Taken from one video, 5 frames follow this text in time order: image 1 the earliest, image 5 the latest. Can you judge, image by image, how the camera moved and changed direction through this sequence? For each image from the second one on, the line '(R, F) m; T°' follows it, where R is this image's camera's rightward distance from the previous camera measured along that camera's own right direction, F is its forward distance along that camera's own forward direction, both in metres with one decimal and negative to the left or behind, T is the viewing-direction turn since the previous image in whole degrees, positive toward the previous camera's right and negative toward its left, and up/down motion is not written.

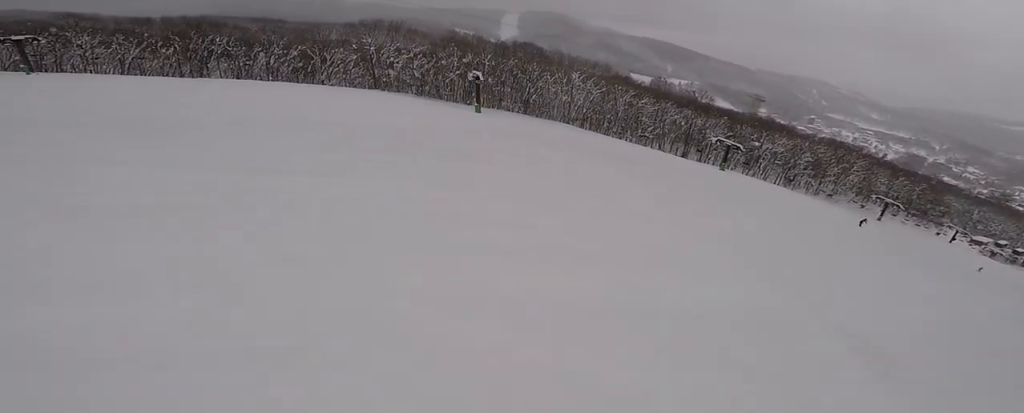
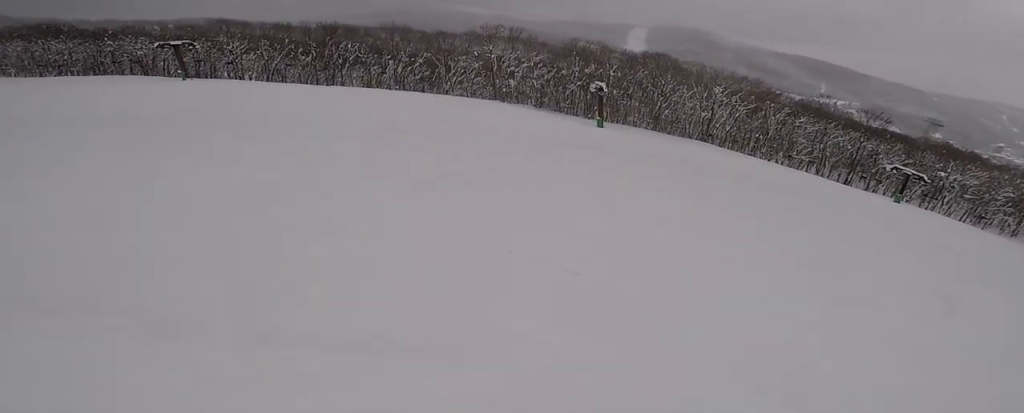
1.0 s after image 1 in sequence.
(-0.6, +4.5) m; -9°
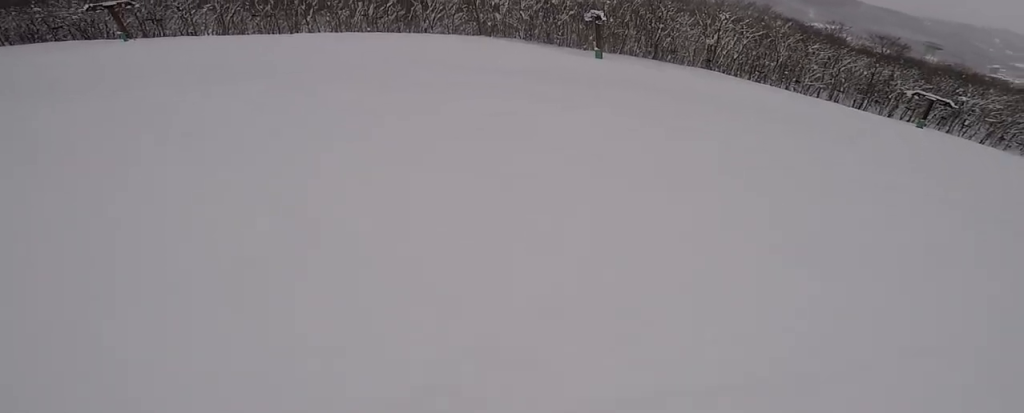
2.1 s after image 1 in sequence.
(+0.1, +4.5) m; +20°
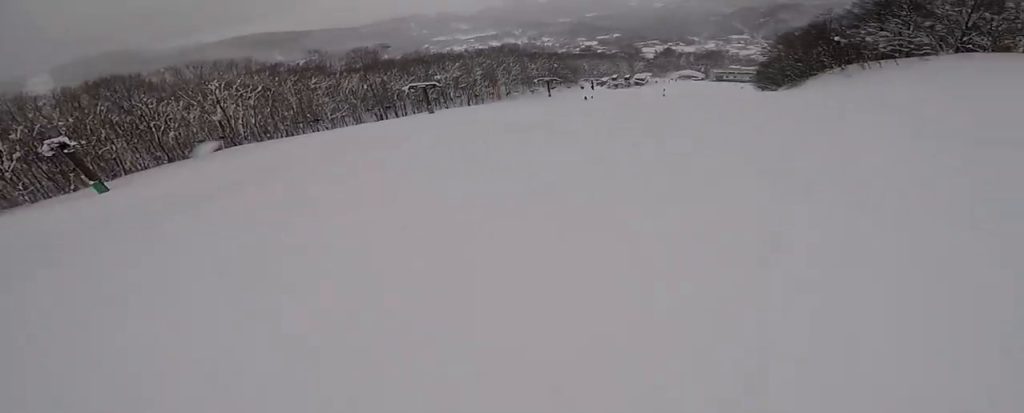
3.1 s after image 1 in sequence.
(+1.1, +4.0) m; +33°
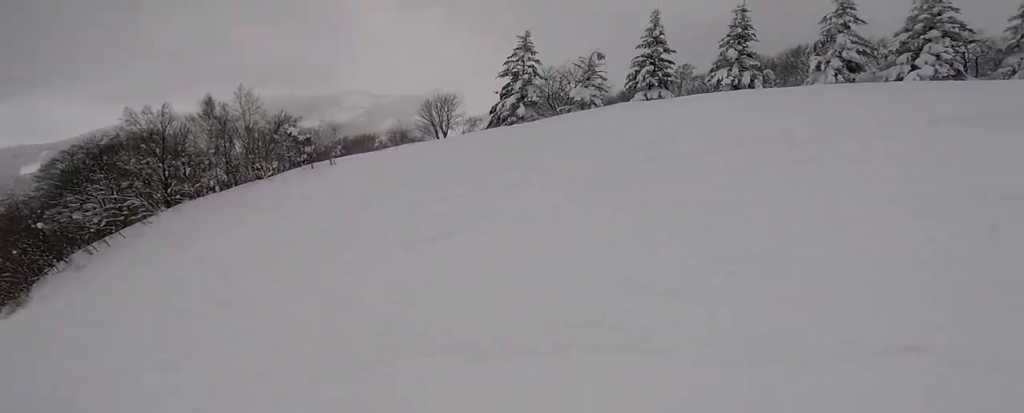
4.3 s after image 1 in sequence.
(+1.9, +4.7) m; +43°
